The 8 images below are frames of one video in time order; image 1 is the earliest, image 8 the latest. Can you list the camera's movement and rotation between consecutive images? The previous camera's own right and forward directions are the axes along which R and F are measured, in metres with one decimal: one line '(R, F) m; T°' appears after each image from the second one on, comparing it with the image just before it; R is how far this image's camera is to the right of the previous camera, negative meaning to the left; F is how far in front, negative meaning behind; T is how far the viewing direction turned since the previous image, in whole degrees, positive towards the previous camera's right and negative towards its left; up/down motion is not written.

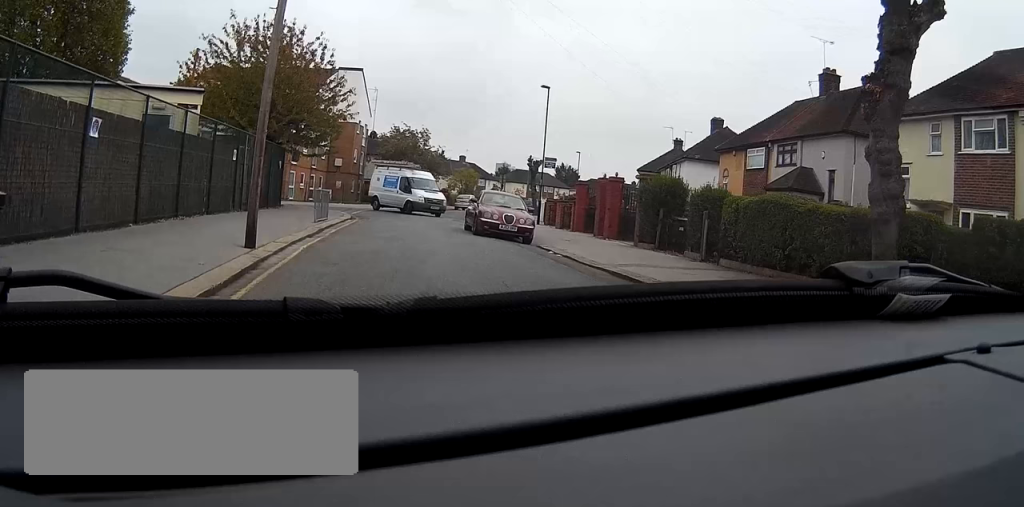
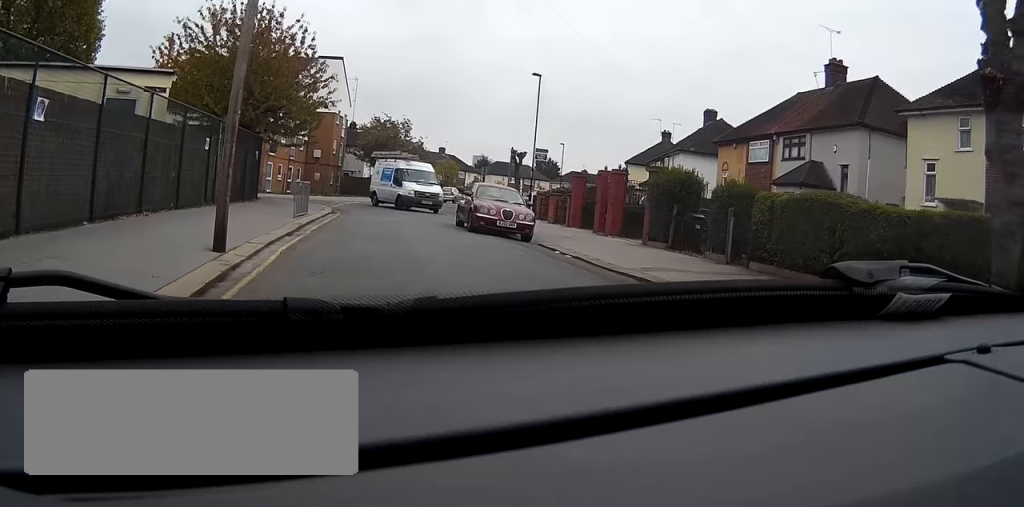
(0.0, +2.1) m; +4°
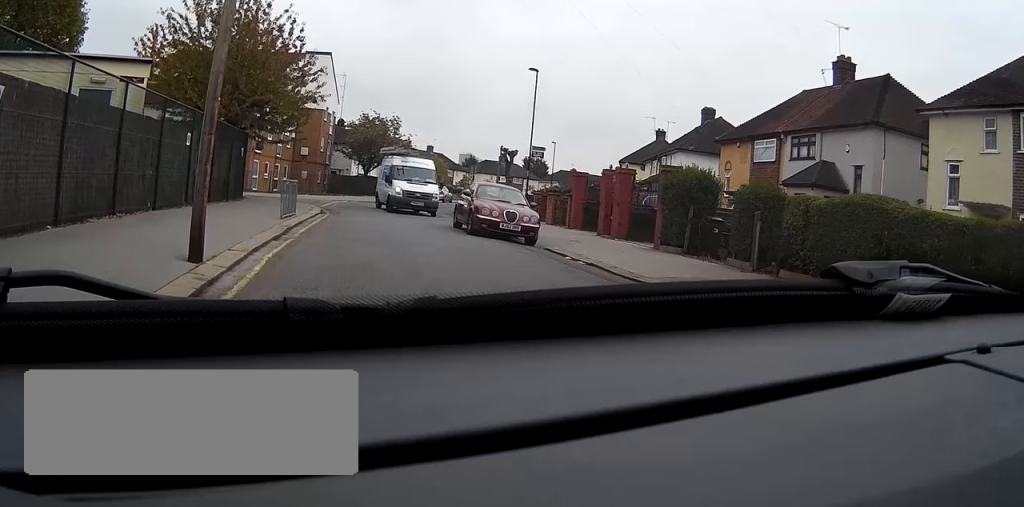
(-0.1, +2.0) m; +5°
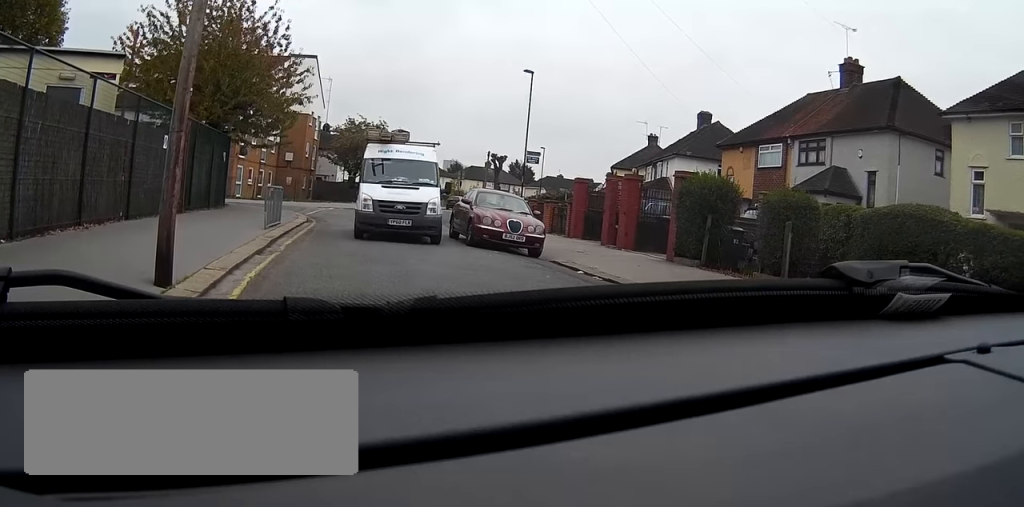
(+0.8, +2.3) m; 0°
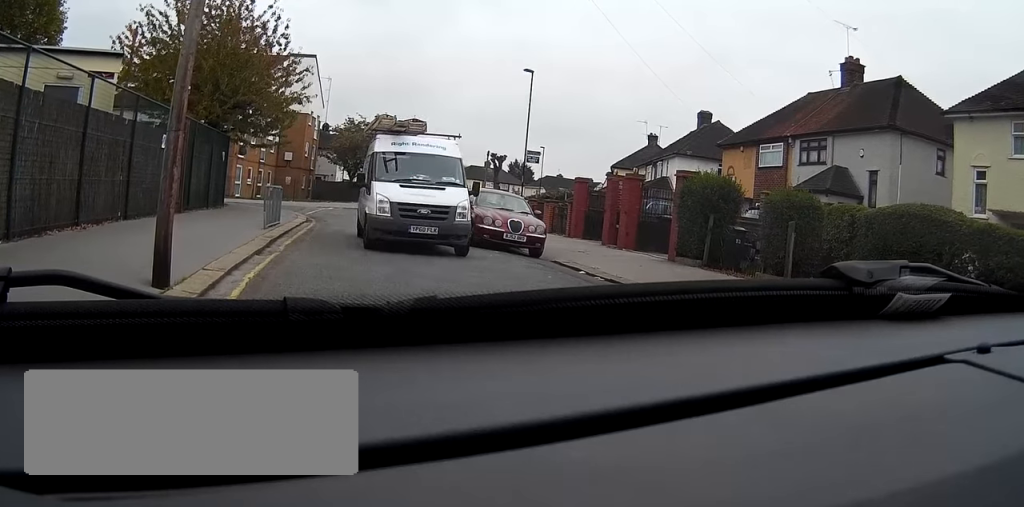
(0.0, 0.0) m; 0°
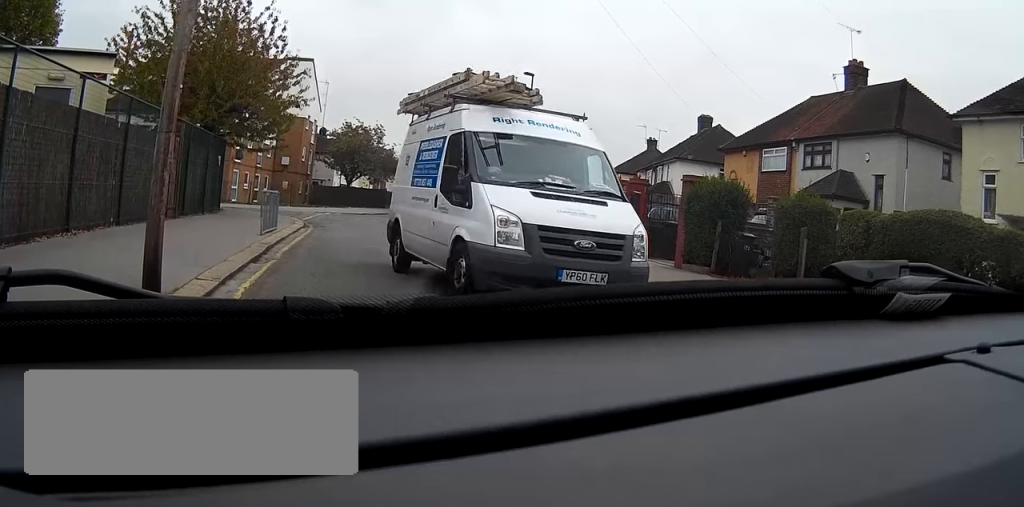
(0.0, +0.6) m; -2°
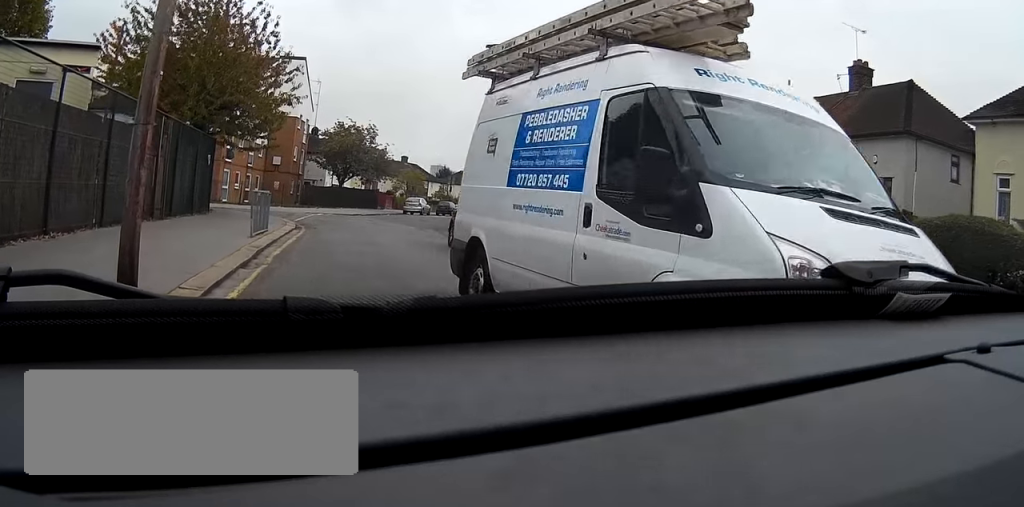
(0.0, +0.6) m; -2°
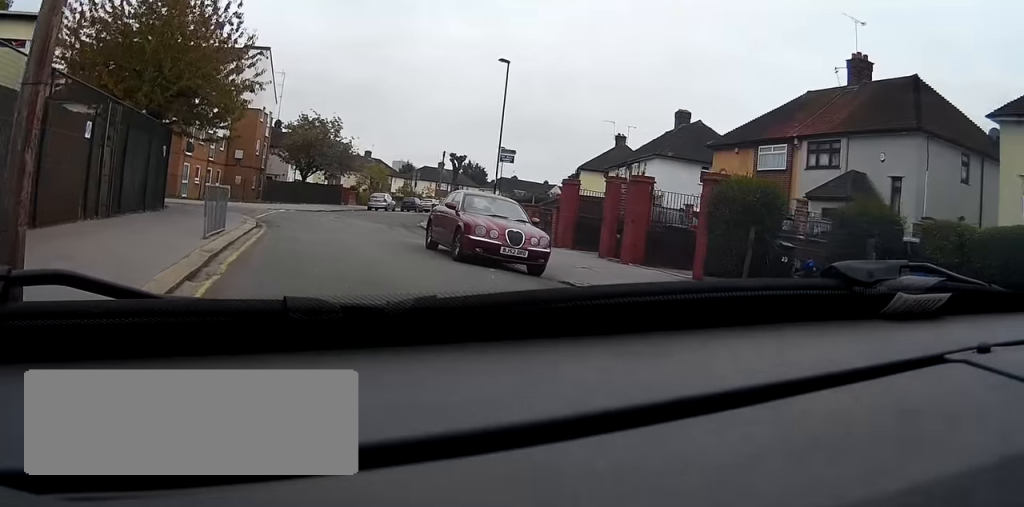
(0.0, +2.0) m; +4°
